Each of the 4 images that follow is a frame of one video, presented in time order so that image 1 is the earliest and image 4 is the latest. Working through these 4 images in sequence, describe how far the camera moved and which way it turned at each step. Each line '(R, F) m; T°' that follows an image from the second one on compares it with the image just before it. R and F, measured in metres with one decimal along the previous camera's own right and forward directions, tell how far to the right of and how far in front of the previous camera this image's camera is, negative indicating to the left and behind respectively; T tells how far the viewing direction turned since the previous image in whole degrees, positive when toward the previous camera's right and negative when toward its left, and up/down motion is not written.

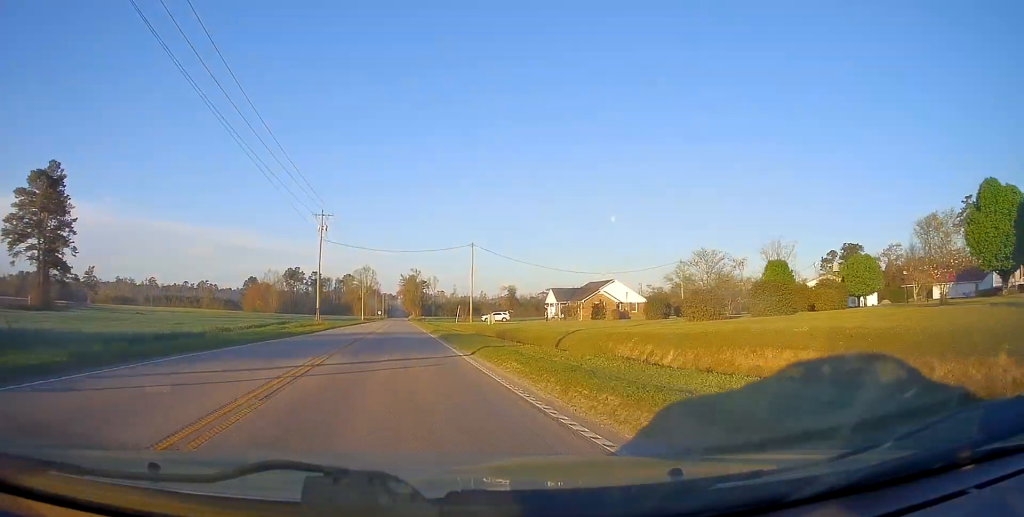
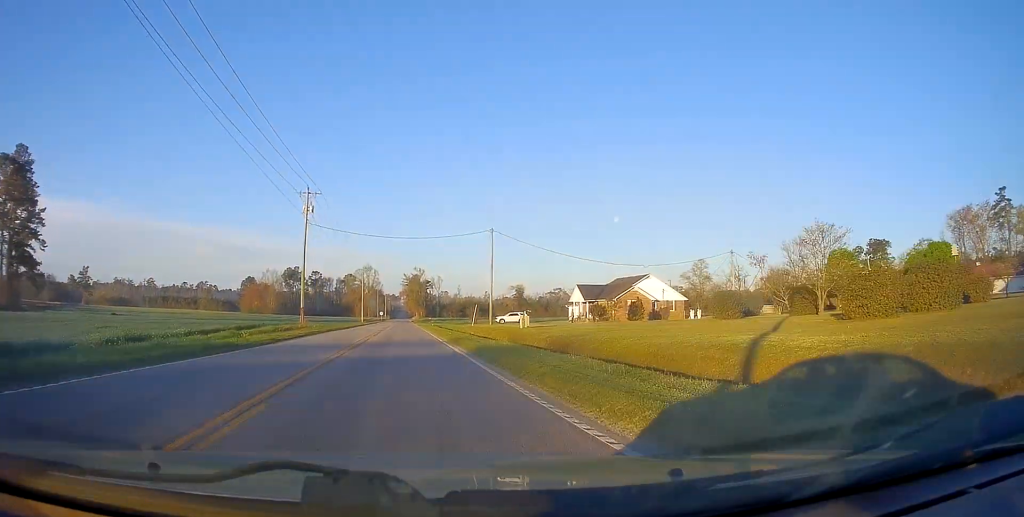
(-0.2, +11.8) m; -1°
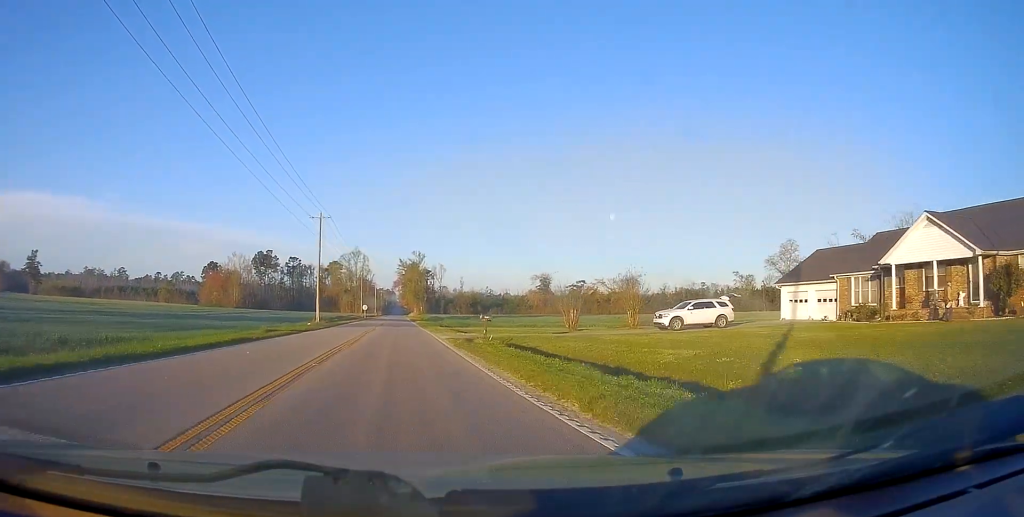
(+3.0, +57.6) m; +4°
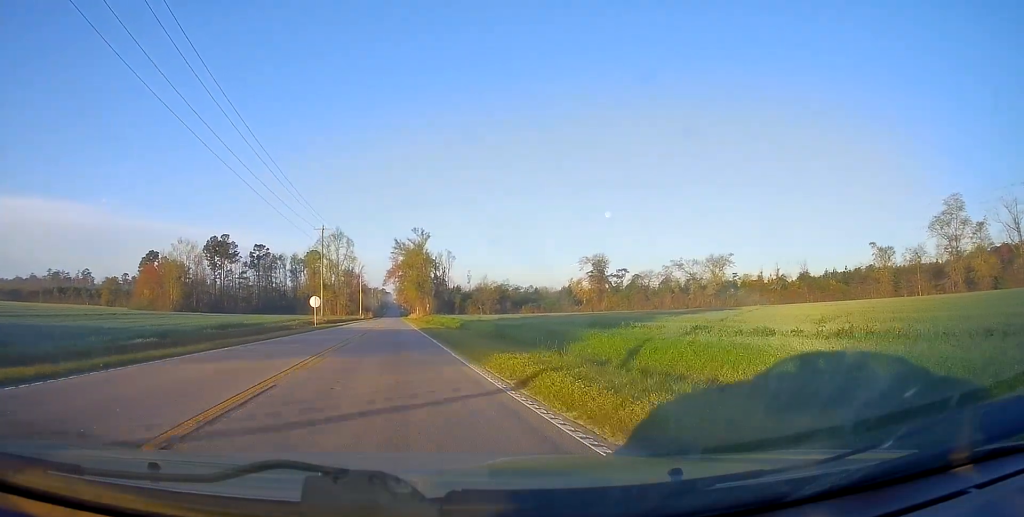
(-0.5, +65.4) m; +1°
